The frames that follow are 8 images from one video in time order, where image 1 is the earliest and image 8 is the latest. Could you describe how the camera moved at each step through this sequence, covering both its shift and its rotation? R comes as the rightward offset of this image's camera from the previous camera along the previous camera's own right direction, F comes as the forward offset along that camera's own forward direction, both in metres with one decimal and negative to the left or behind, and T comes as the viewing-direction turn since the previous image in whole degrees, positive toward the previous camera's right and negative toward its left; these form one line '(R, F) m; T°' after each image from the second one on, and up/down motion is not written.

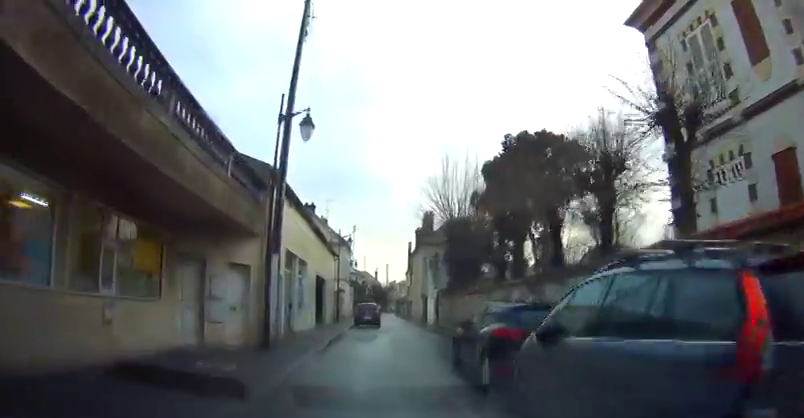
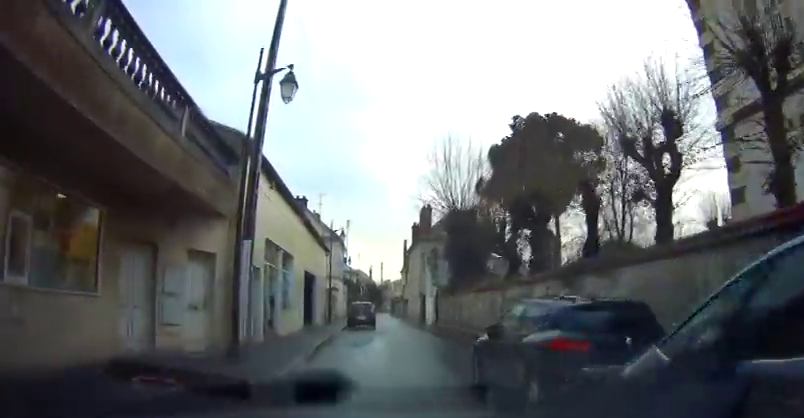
(+0.1, +2.5) m; +1°
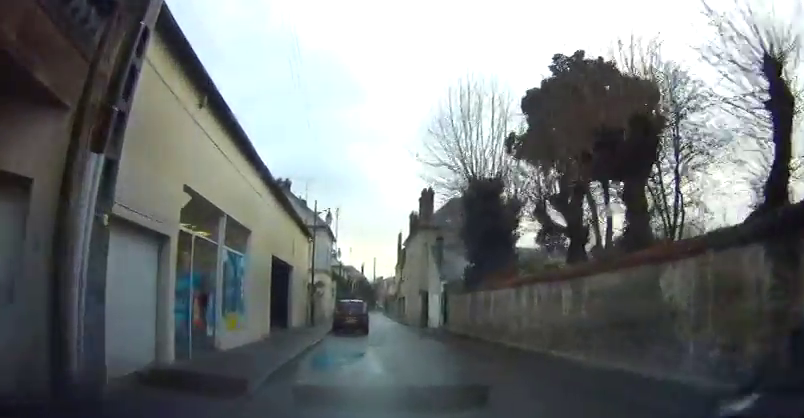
(+0.1, +5.8) m; 0°
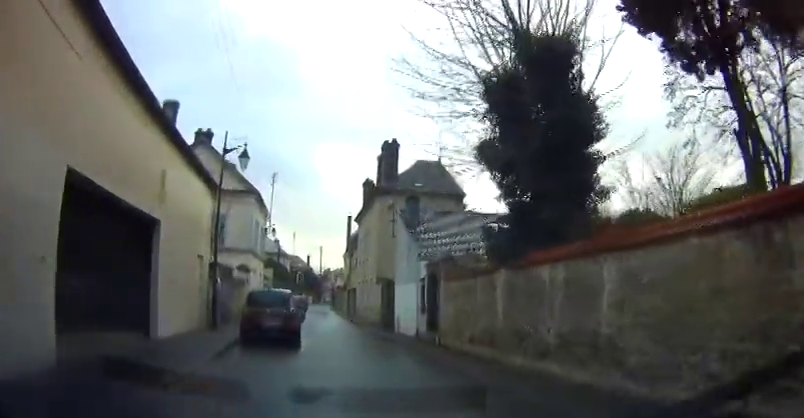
(0.0, +10.5) m; +4°
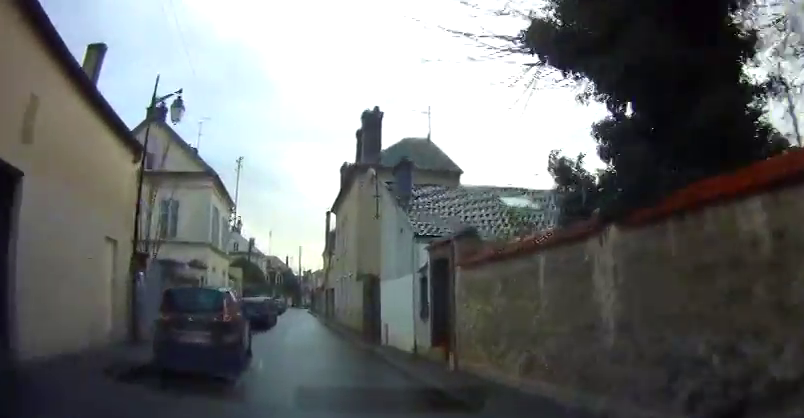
(+0.2, +5.1) m; +4°
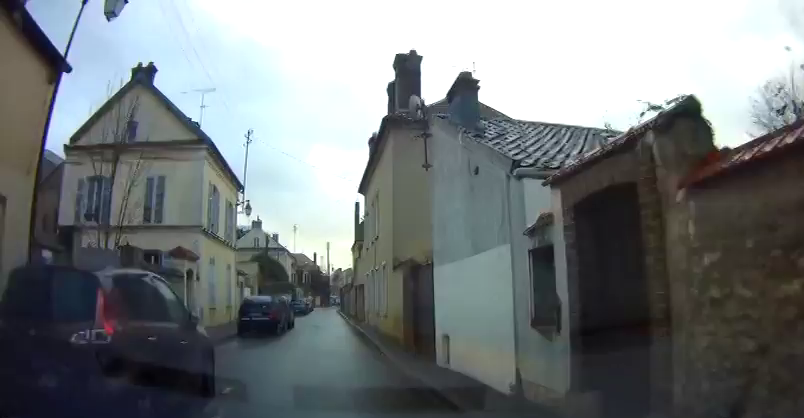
(+0.4, +5.1) m; -1°
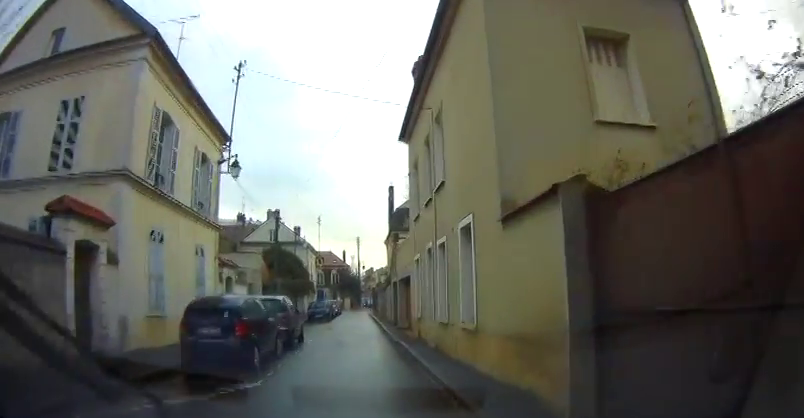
(-0.7, +8.8) m; -3°
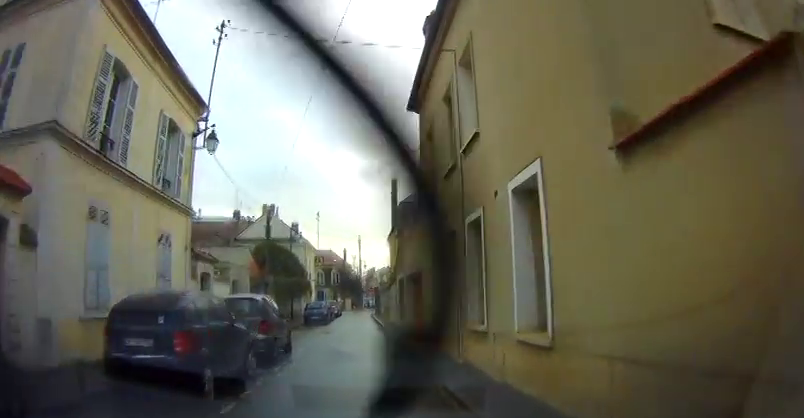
(-0.1, +3.2) m; +2°
